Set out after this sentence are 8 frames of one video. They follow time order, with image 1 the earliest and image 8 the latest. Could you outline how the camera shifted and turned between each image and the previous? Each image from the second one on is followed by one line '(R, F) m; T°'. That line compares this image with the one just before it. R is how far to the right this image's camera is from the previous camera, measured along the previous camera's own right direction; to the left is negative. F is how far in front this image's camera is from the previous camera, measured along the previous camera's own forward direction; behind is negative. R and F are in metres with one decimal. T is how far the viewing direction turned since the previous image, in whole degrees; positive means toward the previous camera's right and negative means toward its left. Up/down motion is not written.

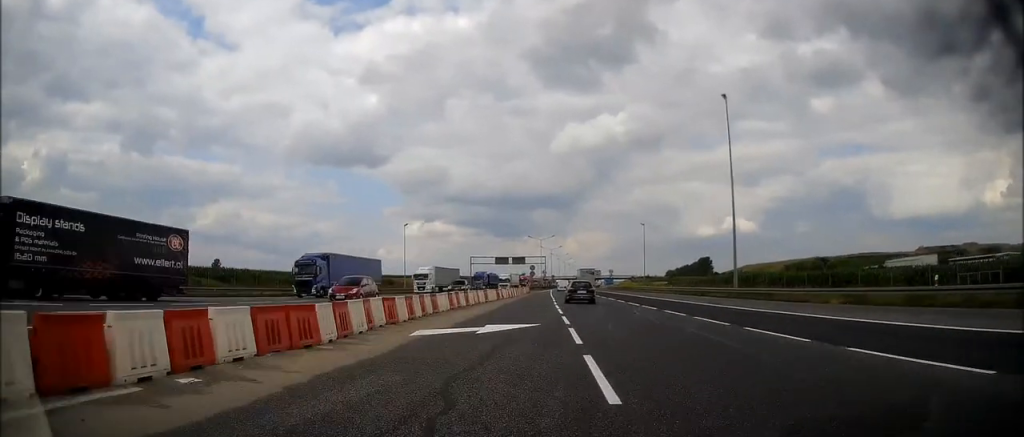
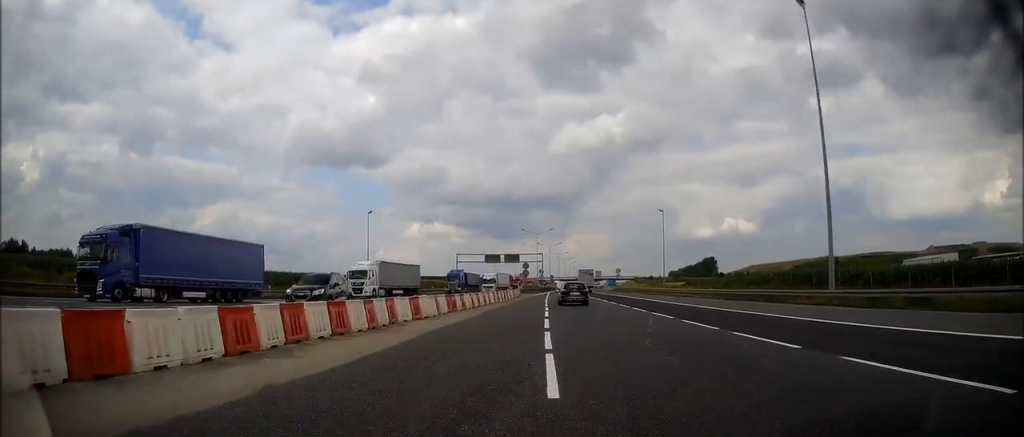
(0.0, +19.0) m; 0°
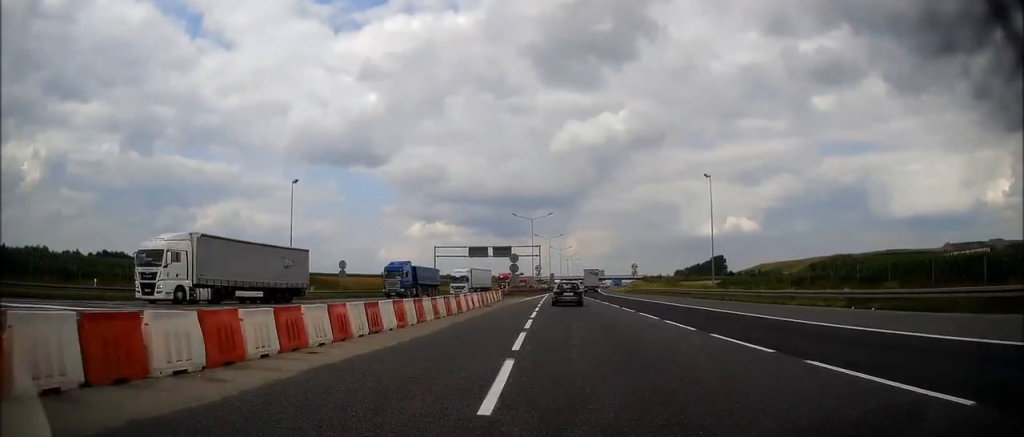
(0.0, +24.5) m; 0°
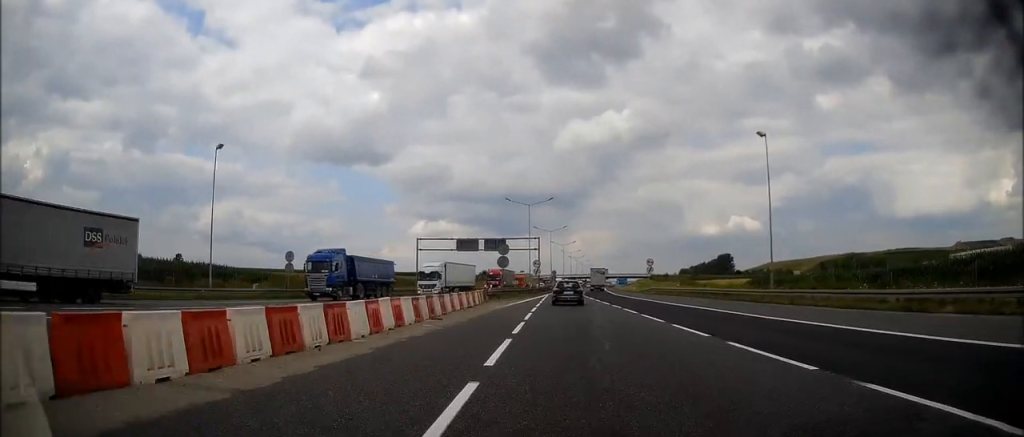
(0.0, +14.7) m; 0°
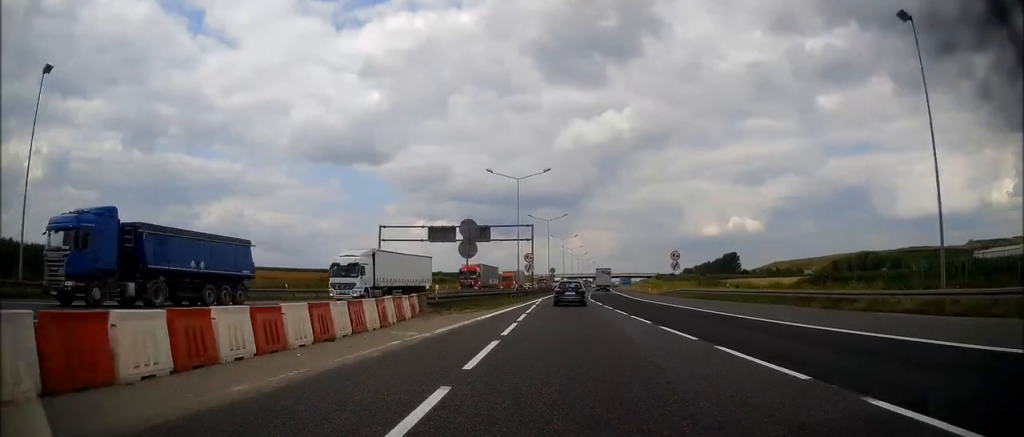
(0.0, +18.8) m; 0°
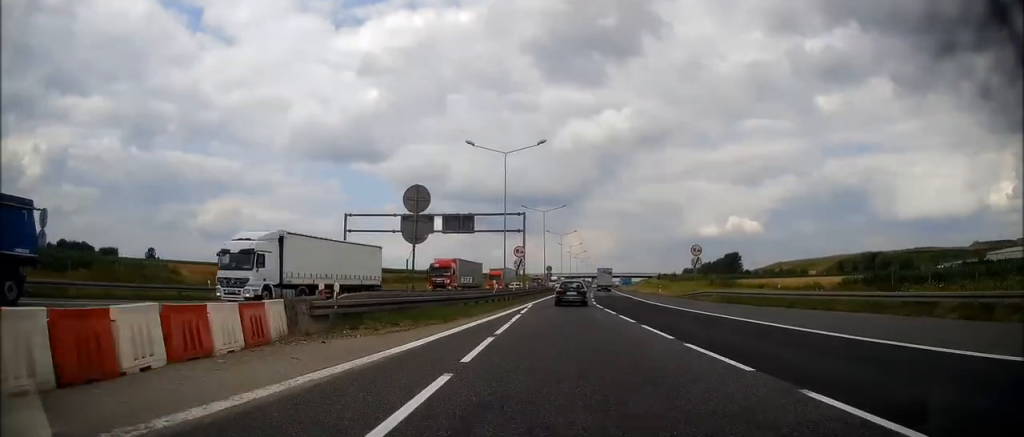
(0.0, +11.2) m; 0°
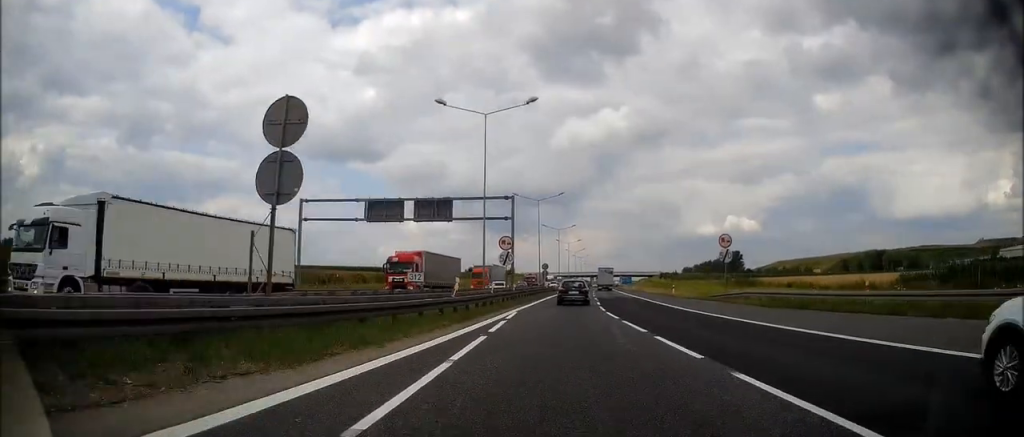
(0.0, +10.5) m; 0°
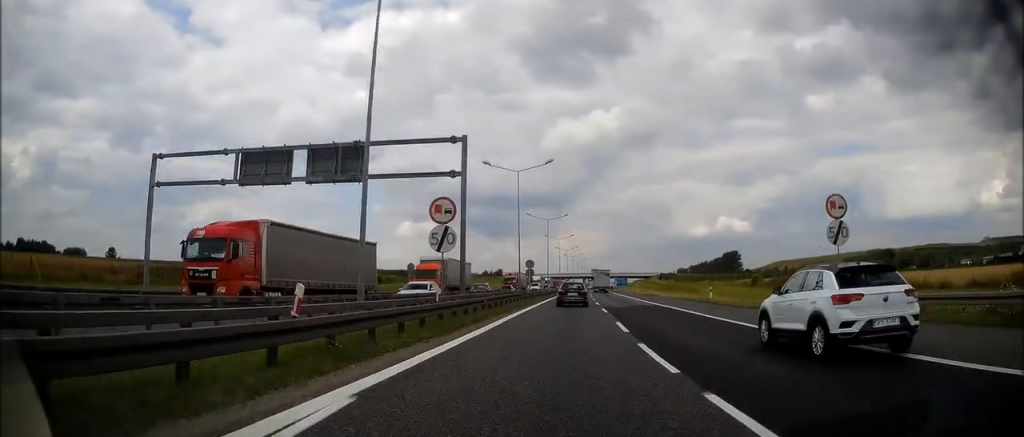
(0.0, +19.7) m; +1°
